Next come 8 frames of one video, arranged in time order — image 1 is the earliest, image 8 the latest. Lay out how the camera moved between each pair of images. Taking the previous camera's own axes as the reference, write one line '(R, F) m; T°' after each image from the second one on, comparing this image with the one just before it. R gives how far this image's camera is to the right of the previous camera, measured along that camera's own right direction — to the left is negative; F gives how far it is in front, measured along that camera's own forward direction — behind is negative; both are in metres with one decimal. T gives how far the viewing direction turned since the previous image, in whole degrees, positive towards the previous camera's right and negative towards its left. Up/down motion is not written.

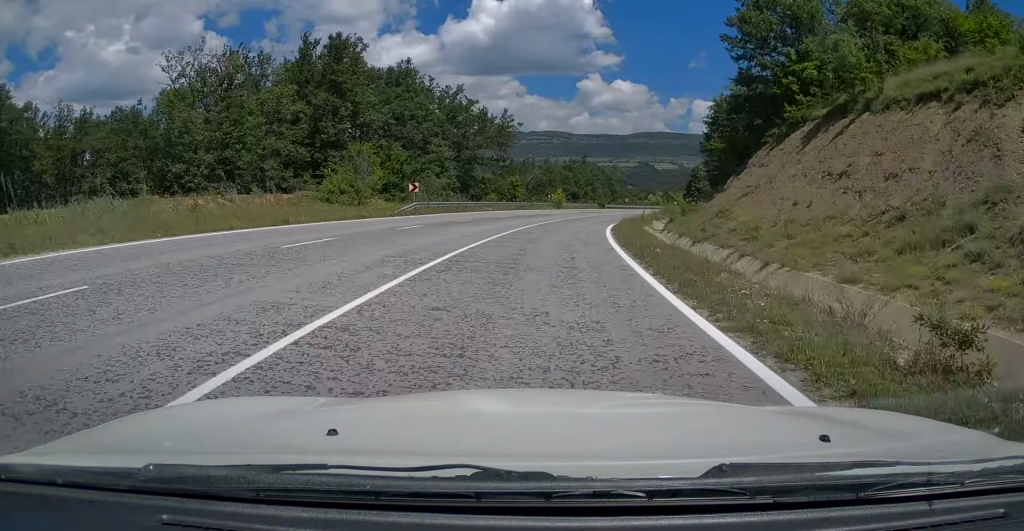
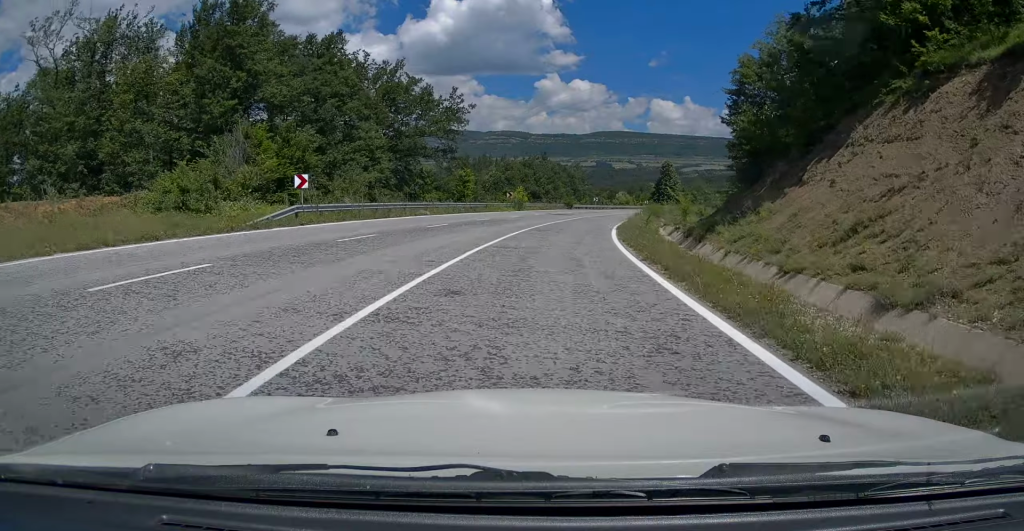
(+0.5, +14.4) m; +4°
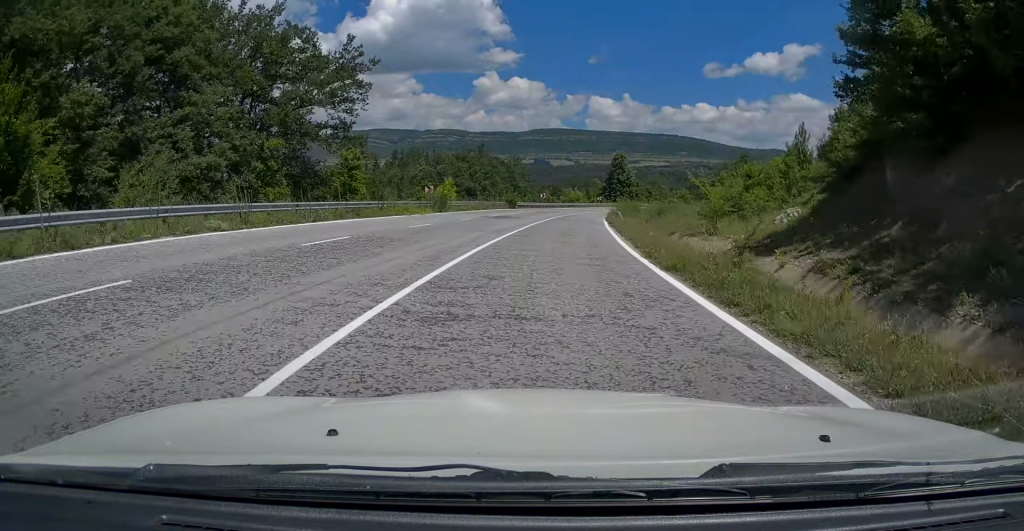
(+0.8, +19.6) m; +5°
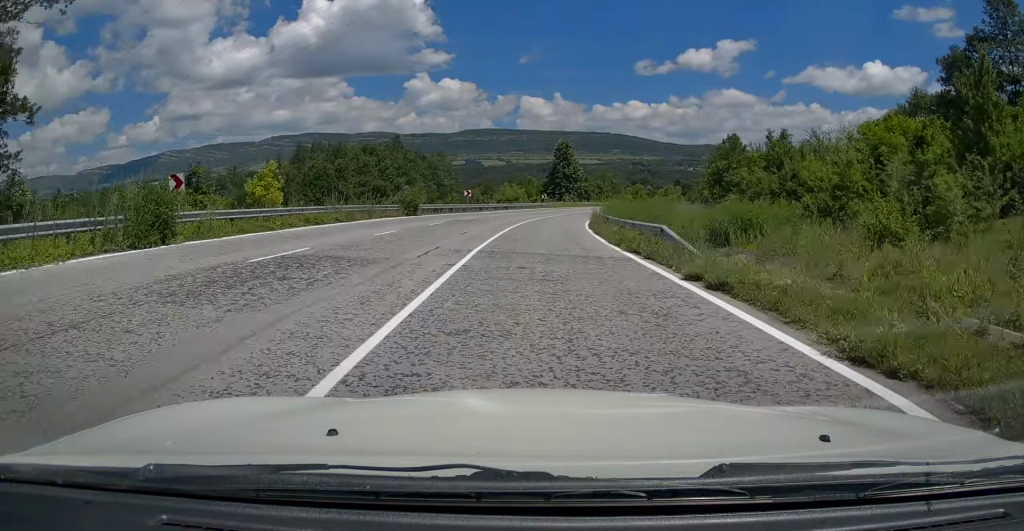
(+1.6, +28.5) m; +6°
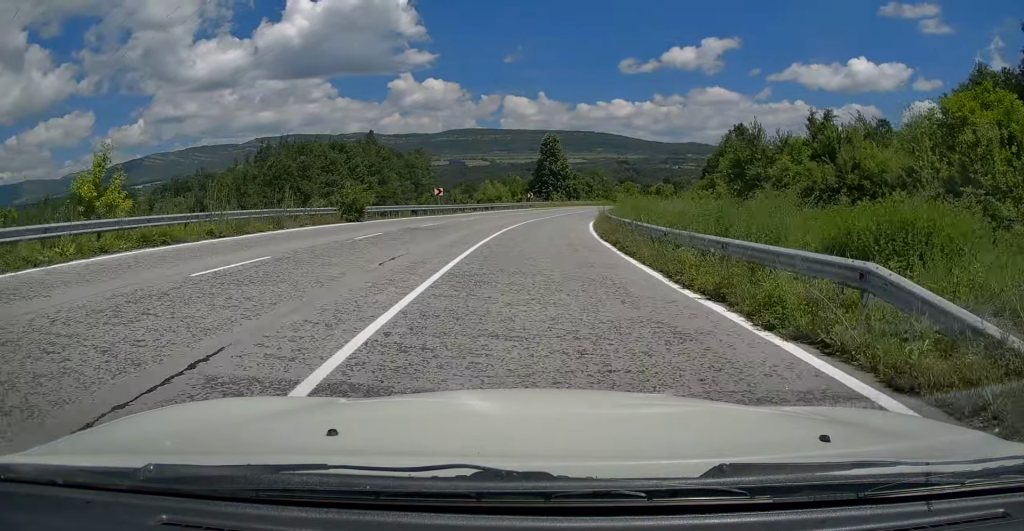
(+0.1, +10.3) m; +2°
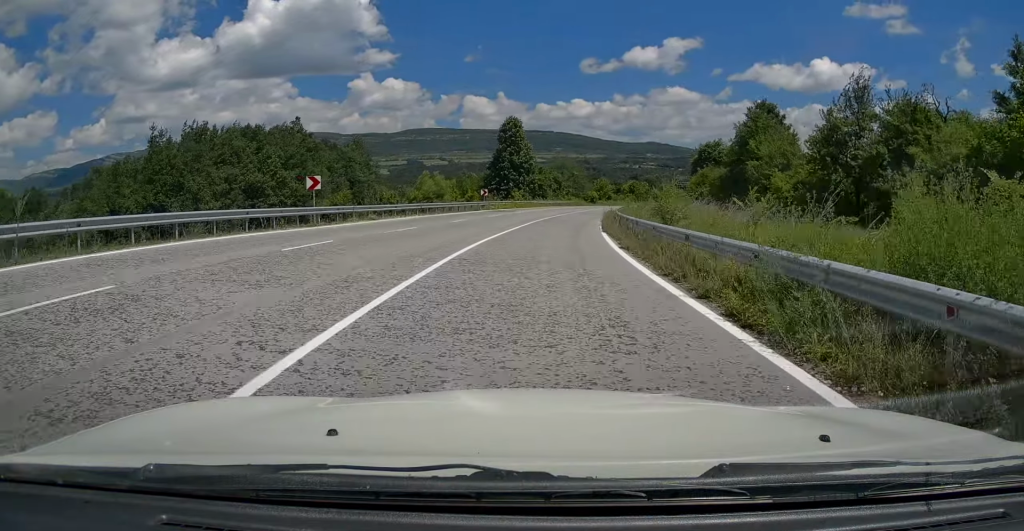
(+0.7, +22.3) m; +4°
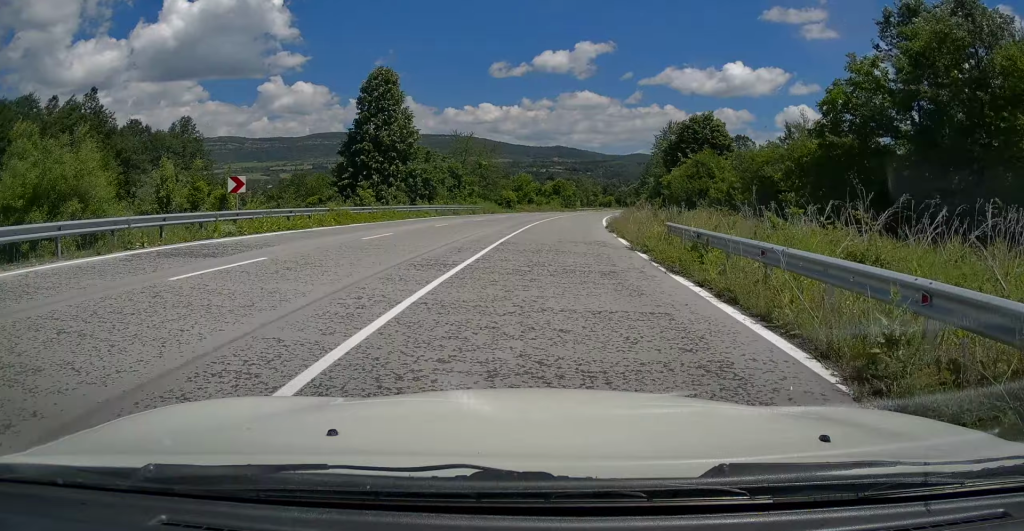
(+3.1, +39.9) m; +9°
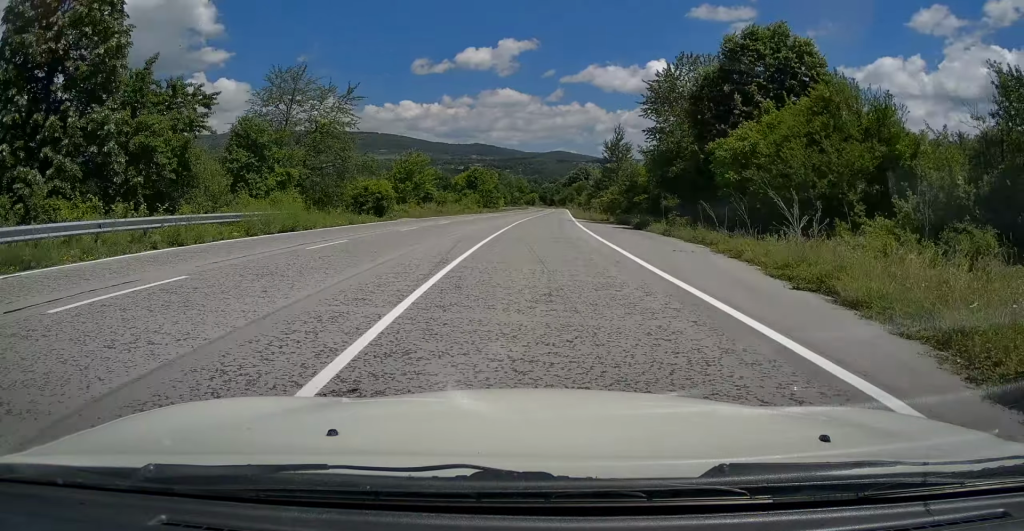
(+2.3, +37.6) m; +6°
